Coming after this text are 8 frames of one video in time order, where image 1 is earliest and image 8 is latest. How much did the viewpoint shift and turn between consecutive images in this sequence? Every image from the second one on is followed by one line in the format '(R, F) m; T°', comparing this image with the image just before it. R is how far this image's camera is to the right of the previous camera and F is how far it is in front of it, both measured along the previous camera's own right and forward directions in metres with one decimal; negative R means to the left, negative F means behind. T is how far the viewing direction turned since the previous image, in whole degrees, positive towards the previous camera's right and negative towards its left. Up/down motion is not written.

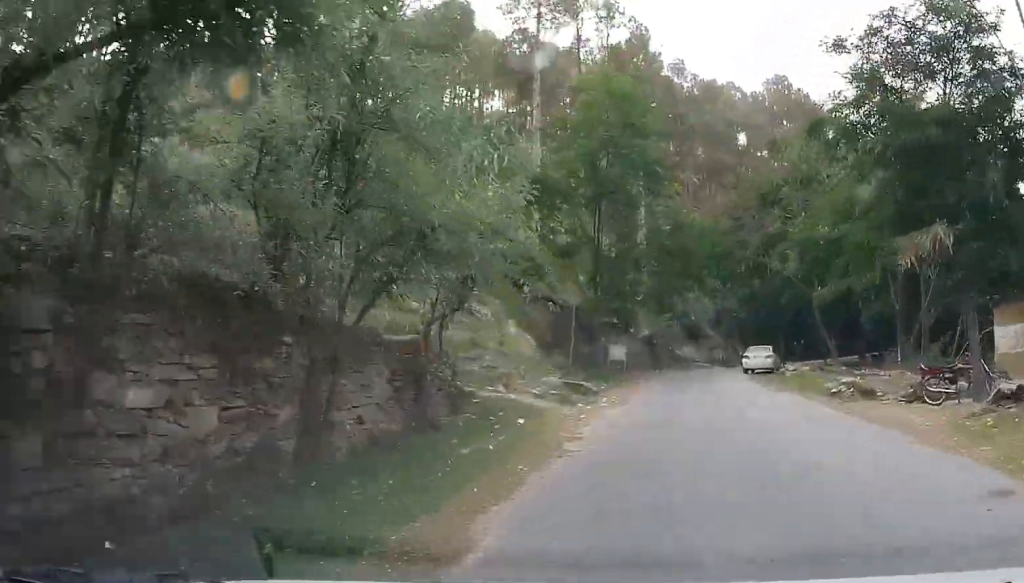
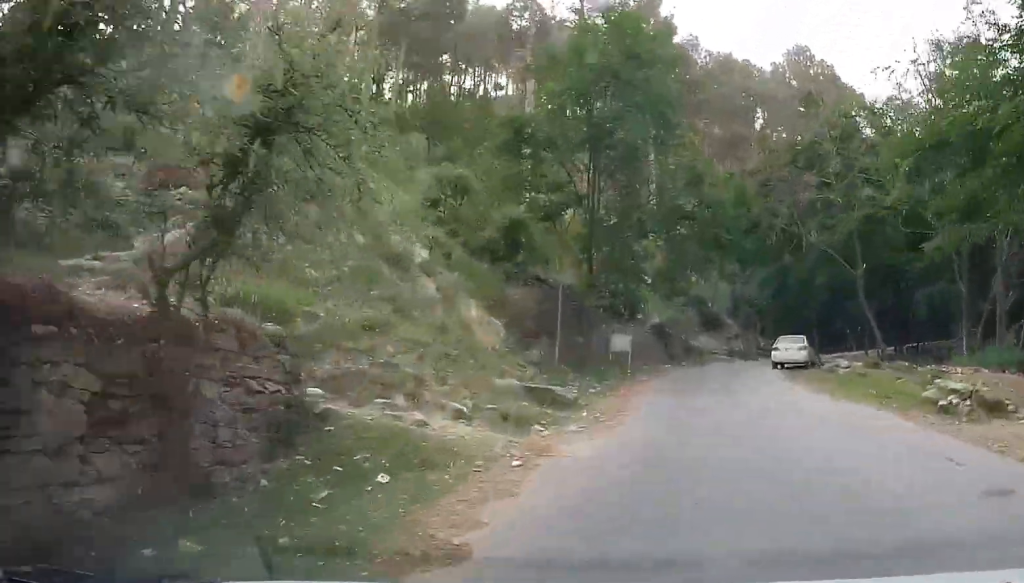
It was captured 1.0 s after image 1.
(-0.1, +6.2) m; 0°
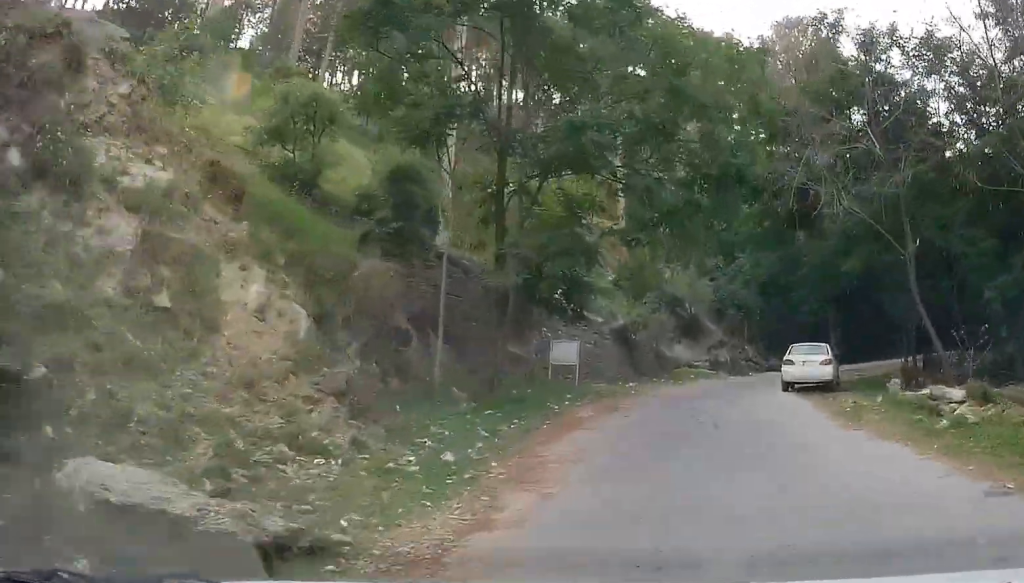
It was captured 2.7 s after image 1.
(0.0, +10.2) m; 0°
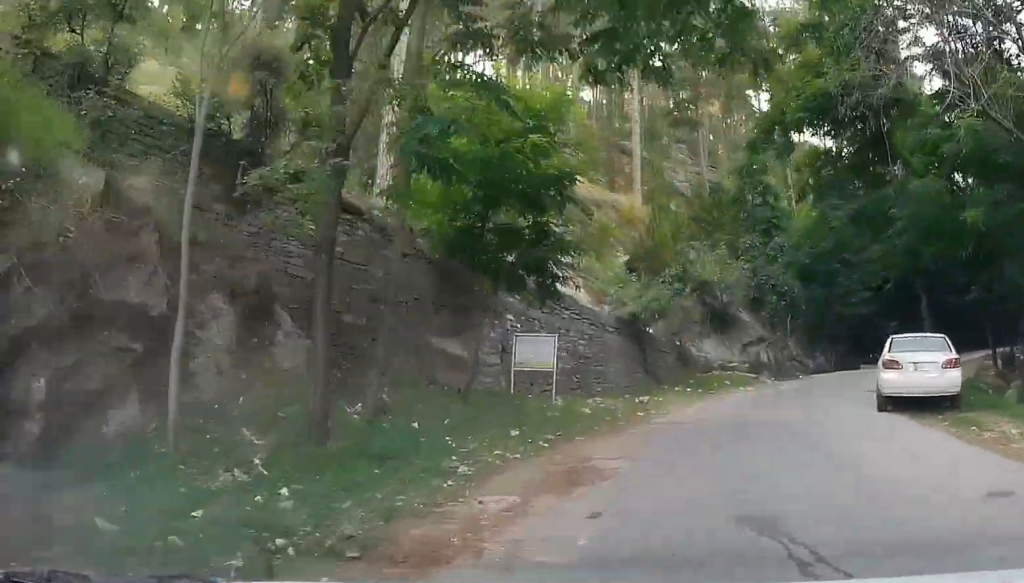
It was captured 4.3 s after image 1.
(0.0, +8.8) m; +1°
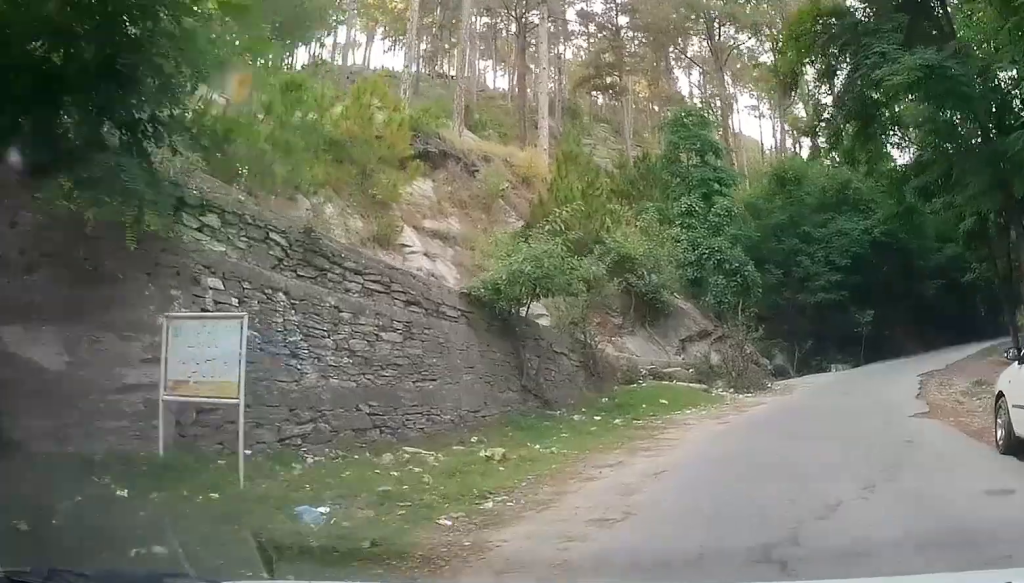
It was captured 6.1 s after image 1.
(+0.1, +9.4) m; +4°
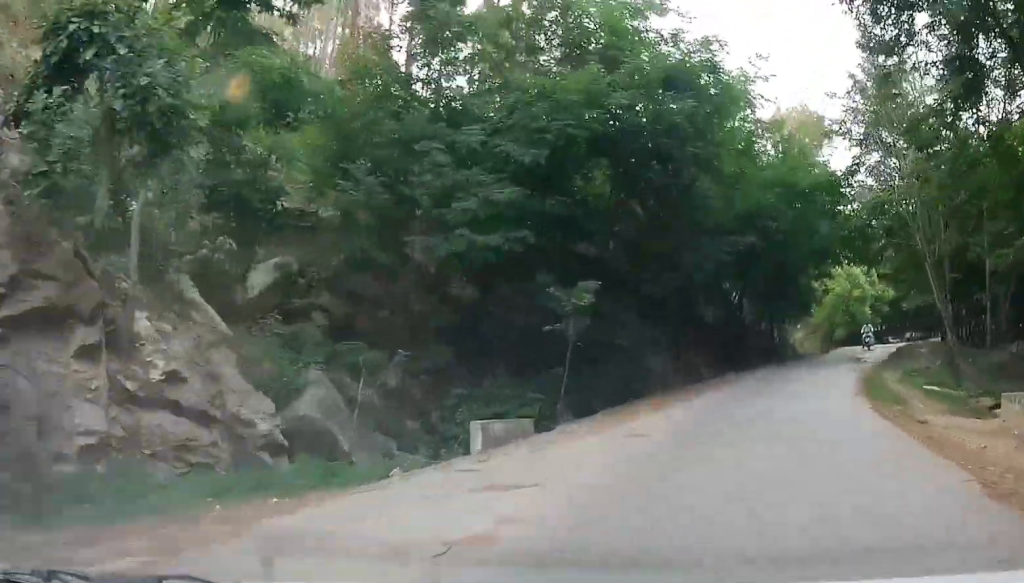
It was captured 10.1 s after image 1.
(+2.5, +18.5) m; +16°
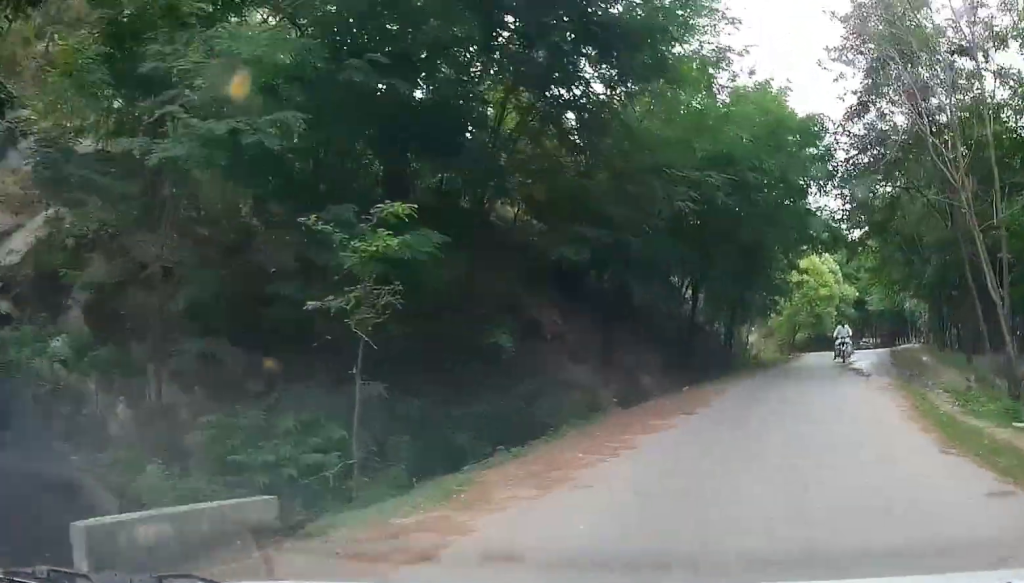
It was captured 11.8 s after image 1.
(+0.3, +7.3) m; +6°
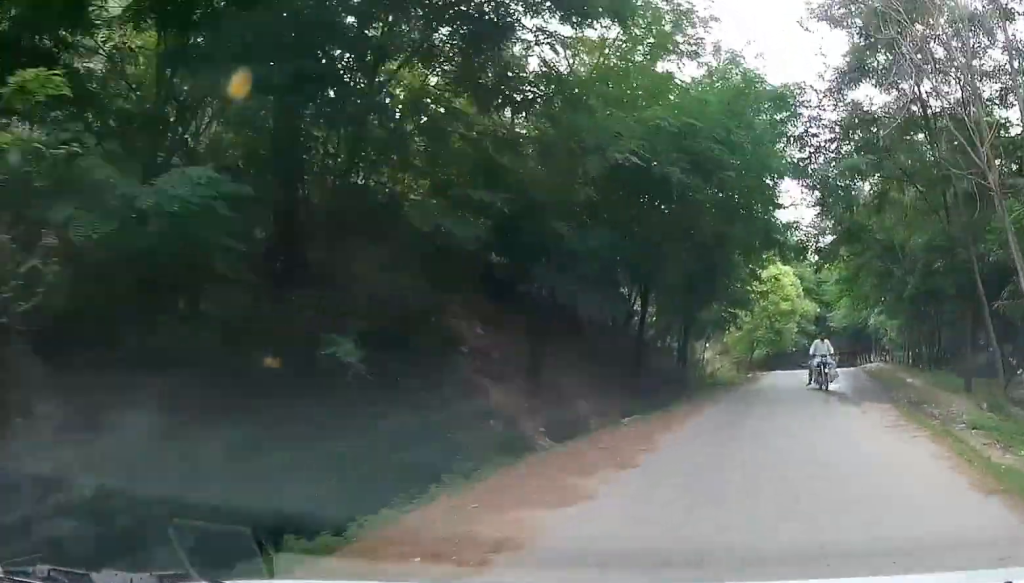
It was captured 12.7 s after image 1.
(+0.2, +5.9) m; +4°
